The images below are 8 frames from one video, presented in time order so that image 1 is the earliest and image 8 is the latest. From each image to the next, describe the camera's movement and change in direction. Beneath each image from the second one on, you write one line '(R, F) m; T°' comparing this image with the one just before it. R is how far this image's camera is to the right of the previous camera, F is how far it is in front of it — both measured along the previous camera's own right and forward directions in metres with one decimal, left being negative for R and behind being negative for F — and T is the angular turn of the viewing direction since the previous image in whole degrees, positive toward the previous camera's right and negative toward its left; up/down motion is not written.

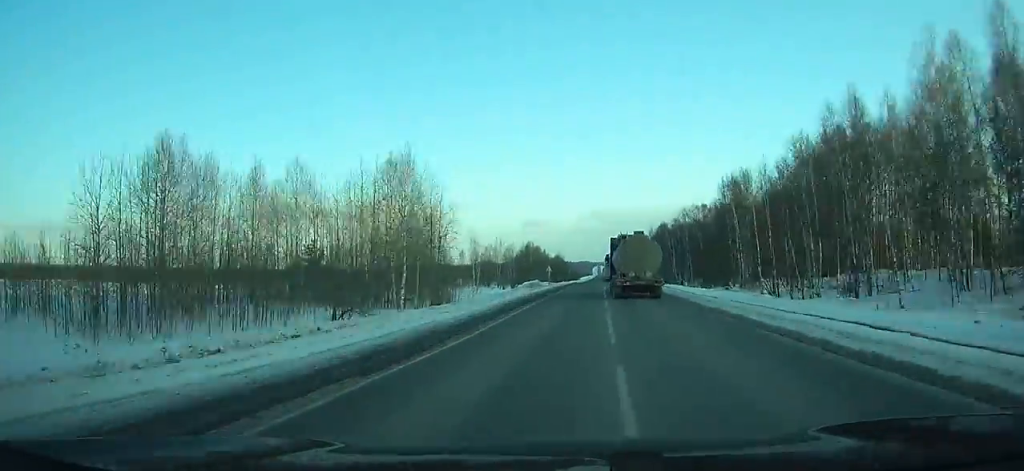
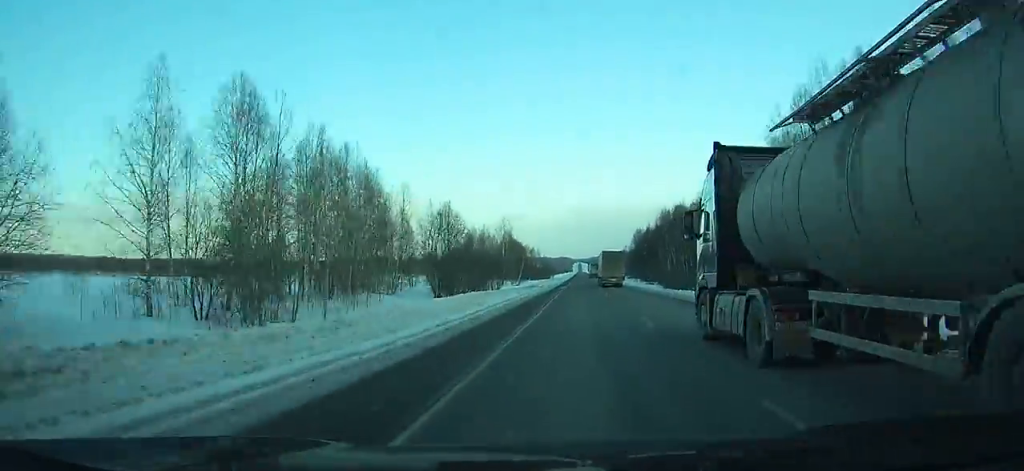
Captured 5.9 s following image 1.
(+0.4, +158.5) m; 0°
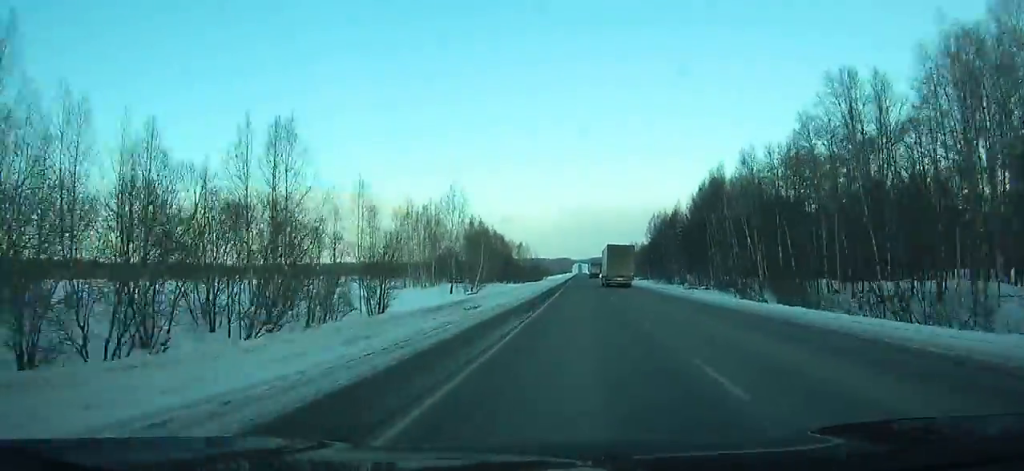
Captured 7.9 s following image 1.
(+0.1, +56.6) m; 0°
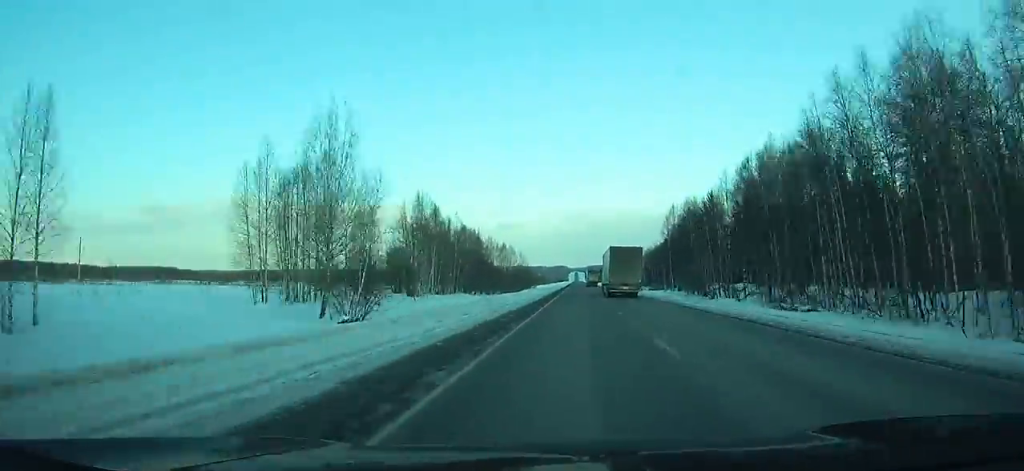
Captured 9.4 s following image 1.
(-0.1, +43.3) m; 0°
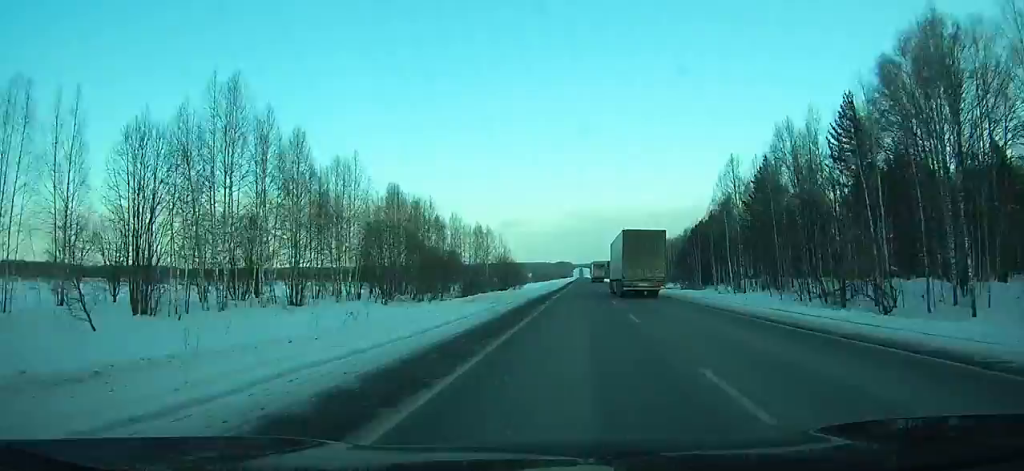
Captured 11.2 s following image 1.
(0.0, +52.4) m; 0°
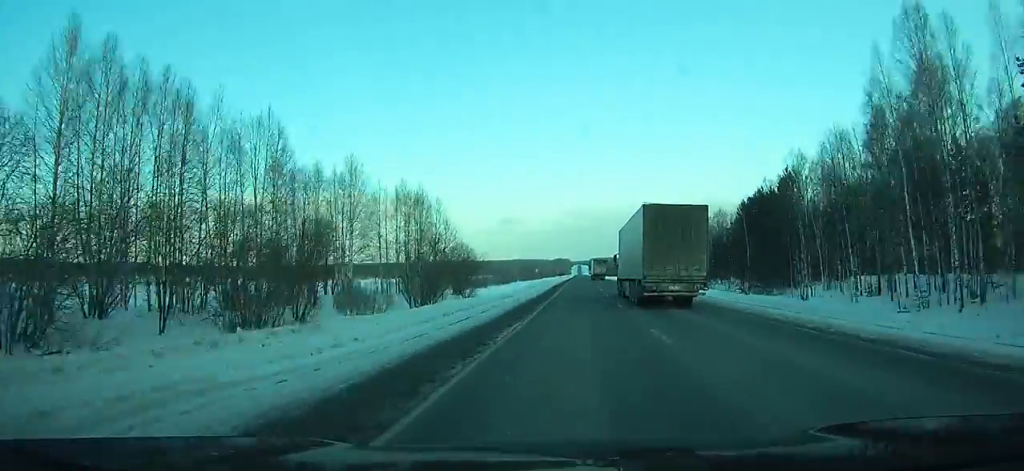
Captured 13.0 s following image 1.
(+0.4, +52.8) m; 0°
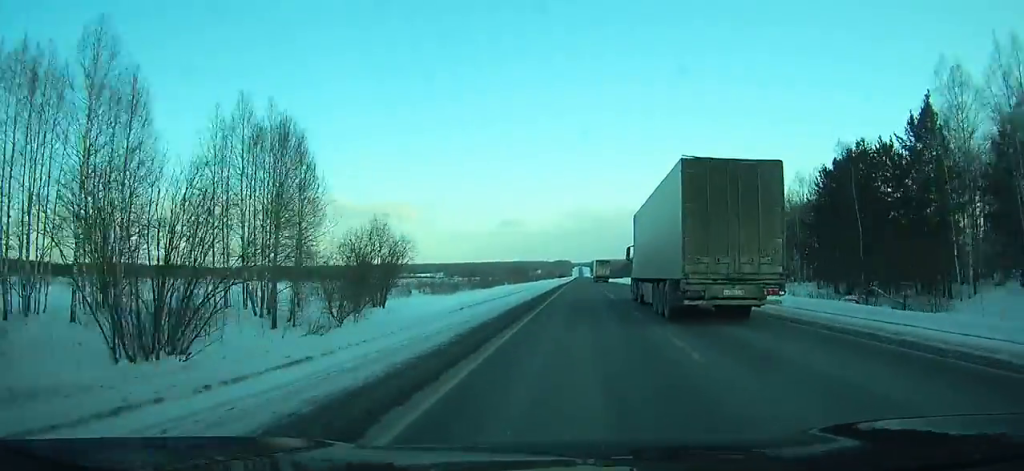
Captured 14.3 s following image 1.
(0.0, +38.5) m; 0°
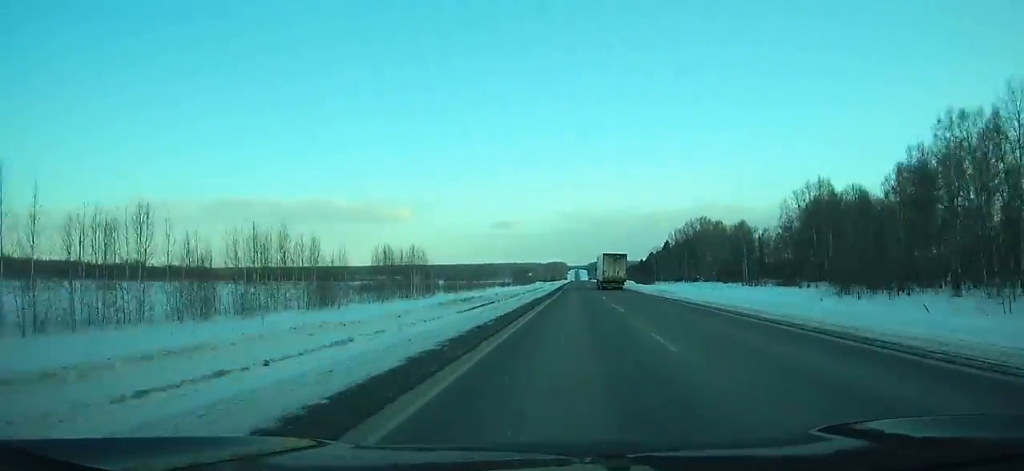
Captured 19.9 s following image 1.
(-0.9, +167.6) m; 0°
